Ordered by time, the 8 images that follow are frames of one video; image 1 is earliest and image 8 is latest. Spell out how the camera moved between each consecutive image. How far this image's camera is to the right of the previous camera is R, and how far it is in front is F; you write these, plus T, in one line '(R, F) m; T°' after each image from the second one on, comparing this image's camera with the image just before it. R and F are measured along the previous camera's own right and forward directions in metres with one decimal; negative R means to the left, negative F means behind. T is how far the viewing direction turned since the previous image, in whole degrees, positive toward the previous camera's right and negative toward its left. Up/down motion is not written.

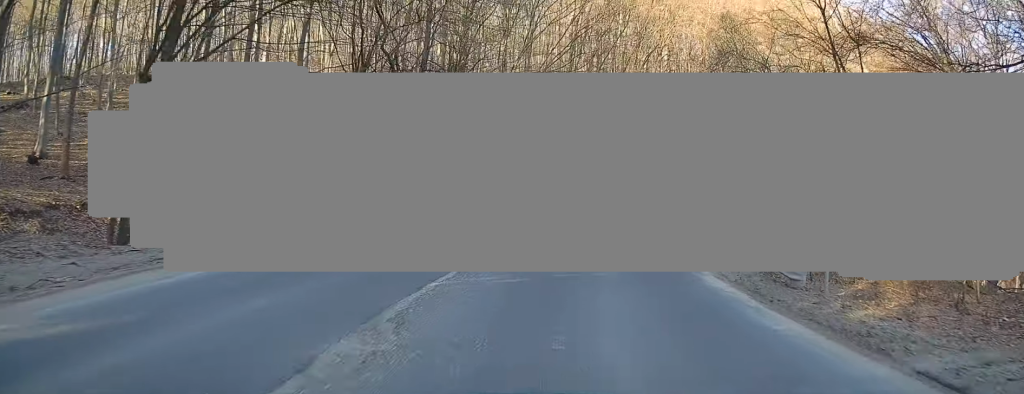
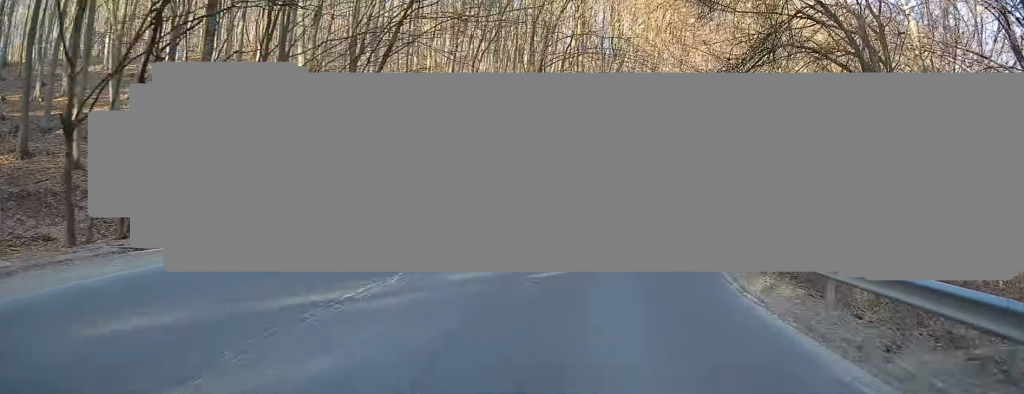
(+0.3, +11.1) m; +6°
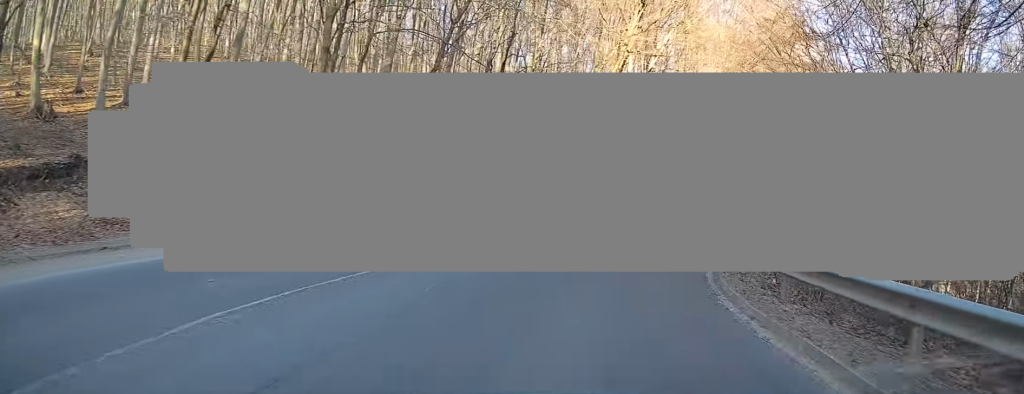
(+0.8, +11.8) m; +12°
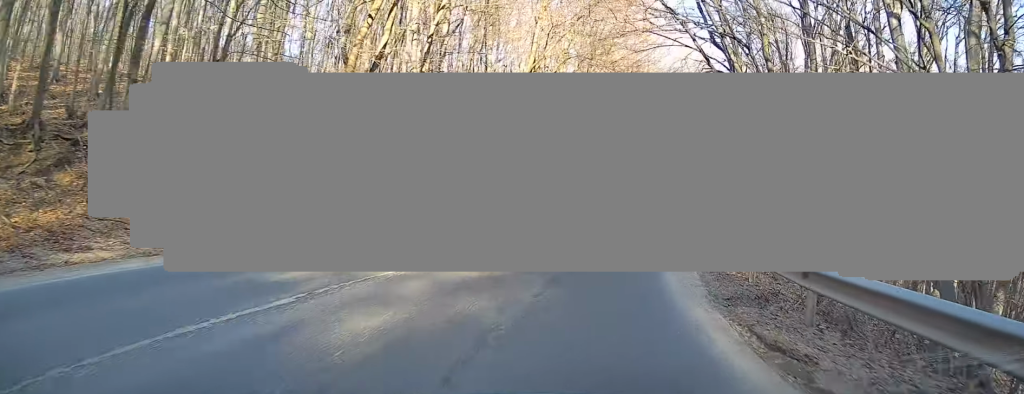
(+2.6, +14.3) m; +16°
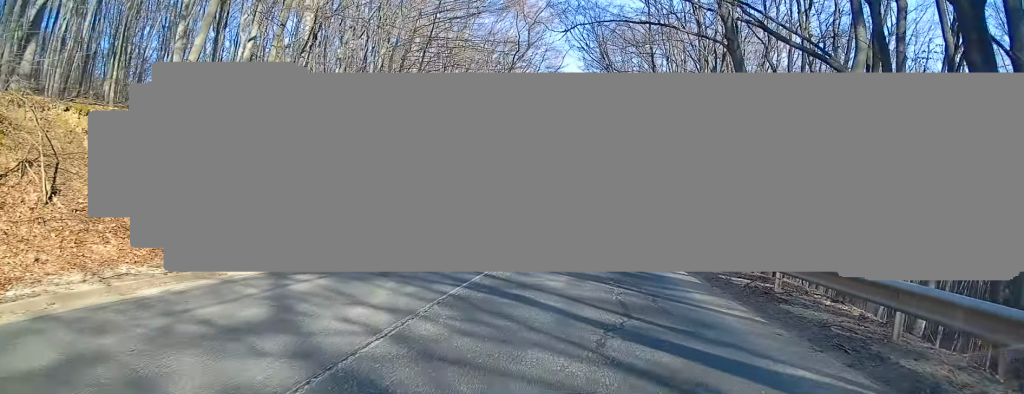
(+3.4, +20.8) m; +19°
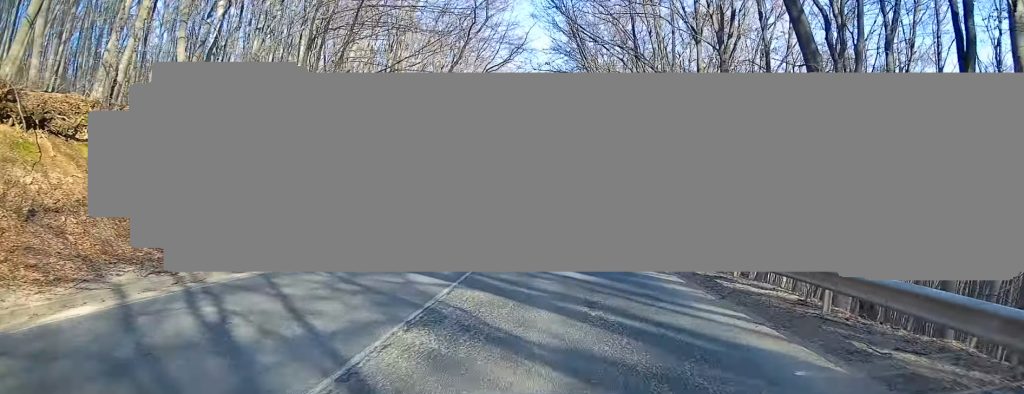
(+0.4, +6.4) m; +3°
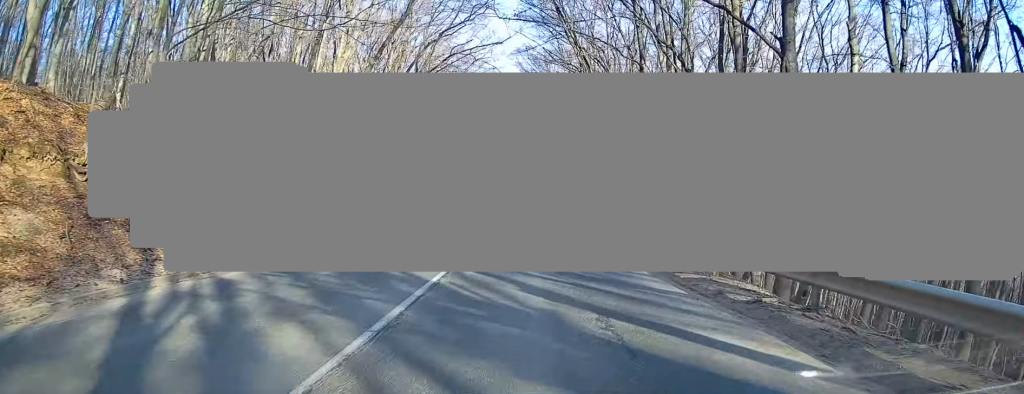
(+0.3, +8.1) m; +3°
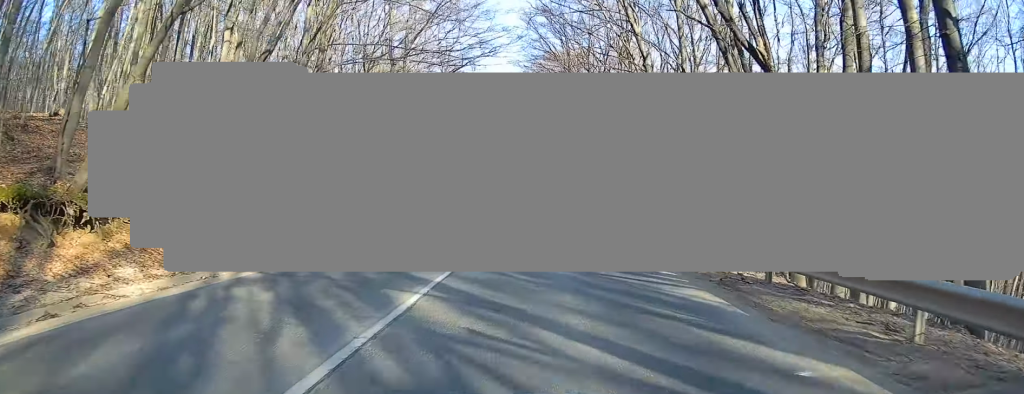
(+0.3, +17.6) m; 0°
